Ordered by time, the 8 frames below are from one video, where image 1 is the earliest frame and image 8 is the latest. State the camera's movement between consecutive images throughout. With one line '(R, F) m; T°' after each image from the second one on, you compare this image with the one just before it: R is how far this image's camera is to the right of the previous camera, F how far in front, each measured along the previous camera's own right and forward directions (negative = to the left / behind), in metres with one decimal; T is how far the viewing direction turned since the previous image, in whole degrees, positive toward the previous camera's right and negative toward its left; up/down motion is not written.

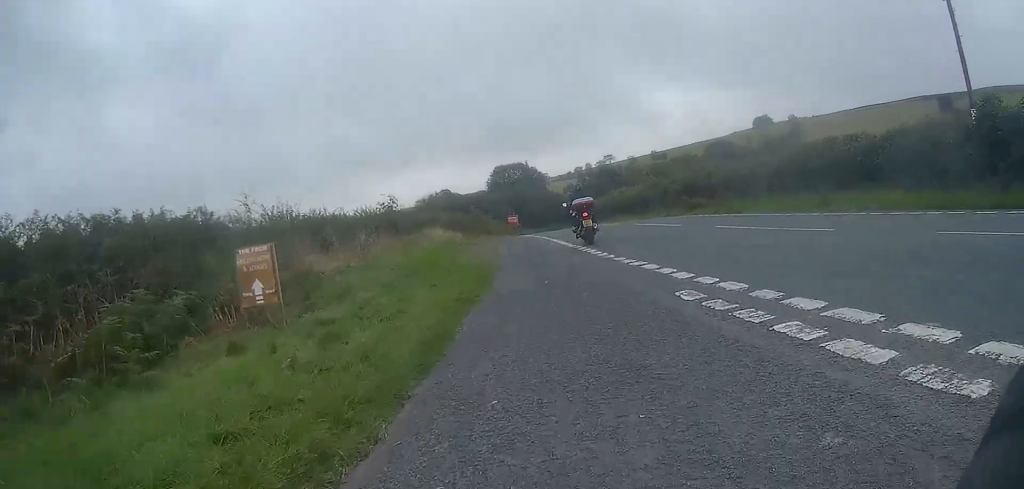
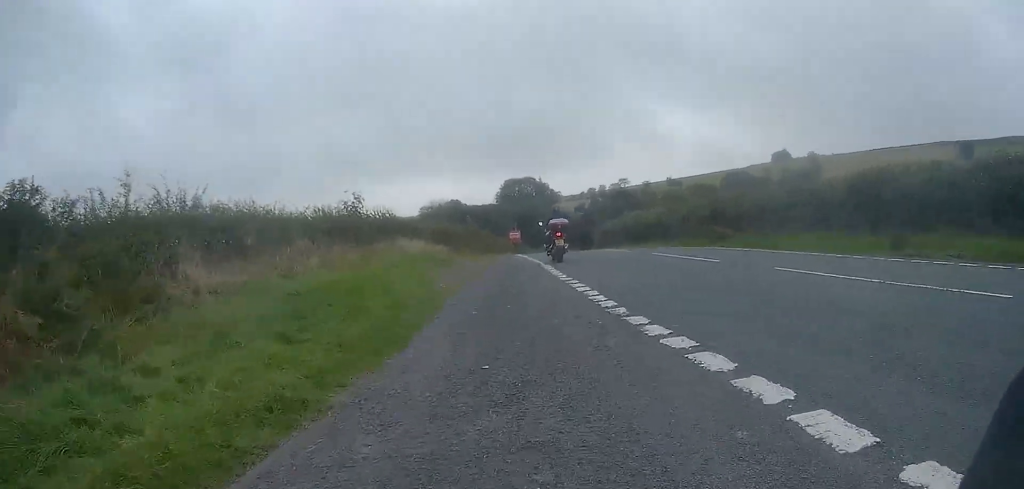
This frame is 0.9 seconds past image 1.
(0.0, +5.4) m; -3°
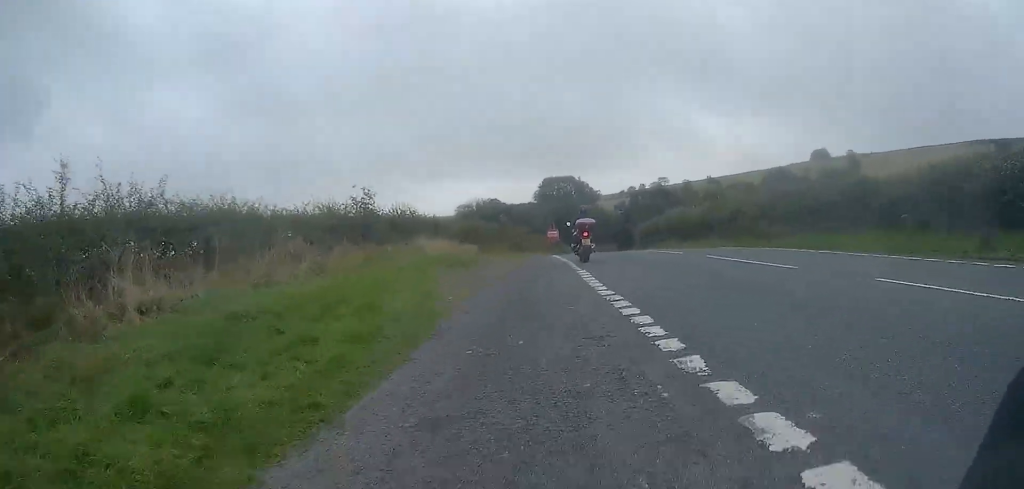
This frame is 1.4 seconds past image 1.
(+0.1, +2.8) m; -3°
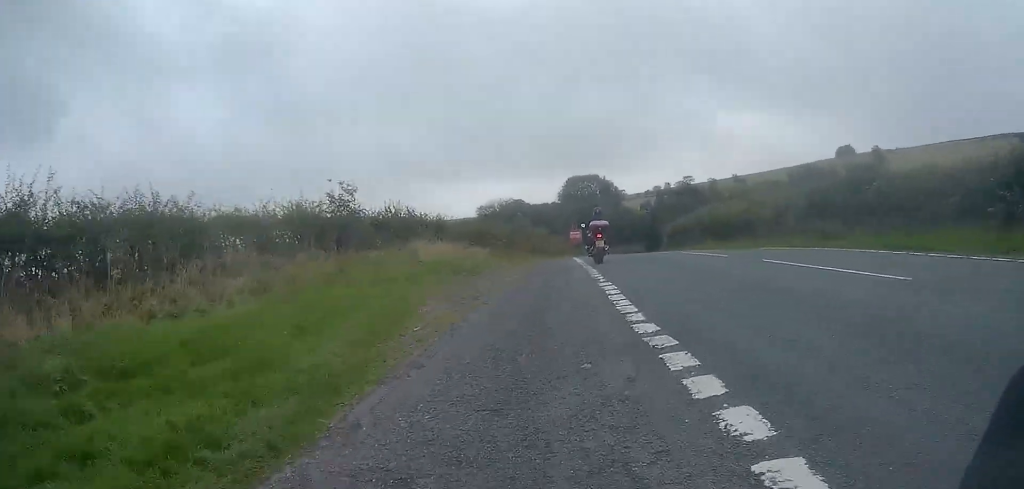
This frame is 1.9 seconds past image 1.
(-0.2, +3.8) m; -3°
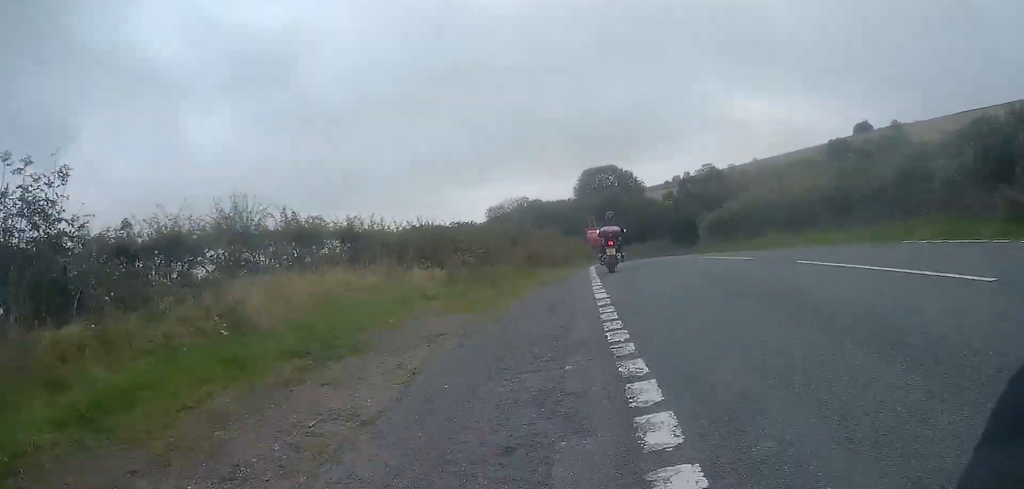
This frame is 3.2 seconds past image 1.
(-0.6, +11.3) m; -4°
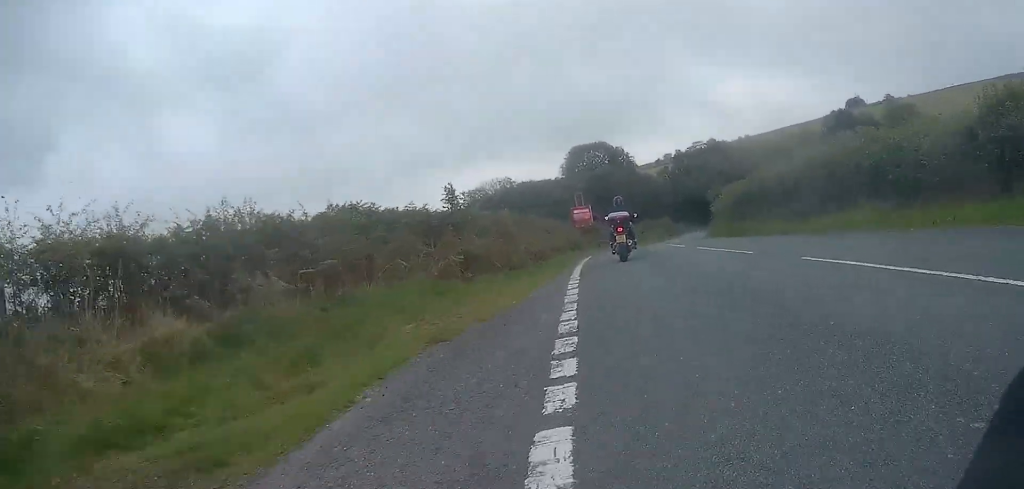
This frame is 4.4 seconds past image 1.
(-0.3, +11.0) m; -2°
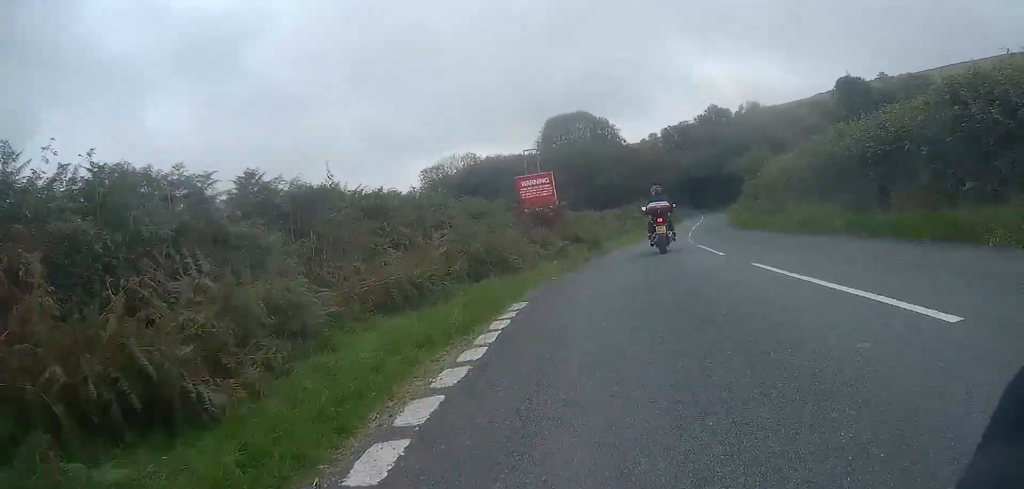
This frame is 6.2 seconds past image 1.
(+0.1, +18.5) m; +2°
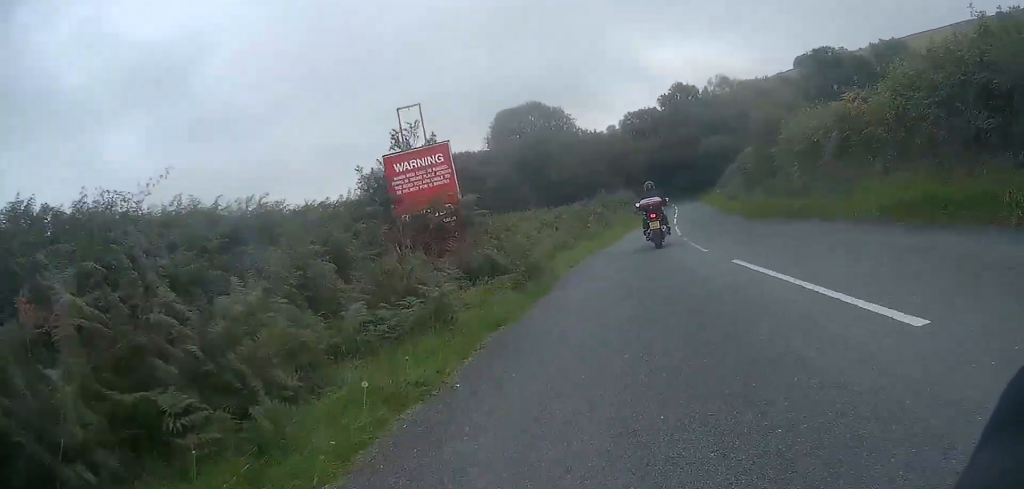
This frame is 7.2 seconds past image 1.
(+0.3, +9.4) m; +2°
